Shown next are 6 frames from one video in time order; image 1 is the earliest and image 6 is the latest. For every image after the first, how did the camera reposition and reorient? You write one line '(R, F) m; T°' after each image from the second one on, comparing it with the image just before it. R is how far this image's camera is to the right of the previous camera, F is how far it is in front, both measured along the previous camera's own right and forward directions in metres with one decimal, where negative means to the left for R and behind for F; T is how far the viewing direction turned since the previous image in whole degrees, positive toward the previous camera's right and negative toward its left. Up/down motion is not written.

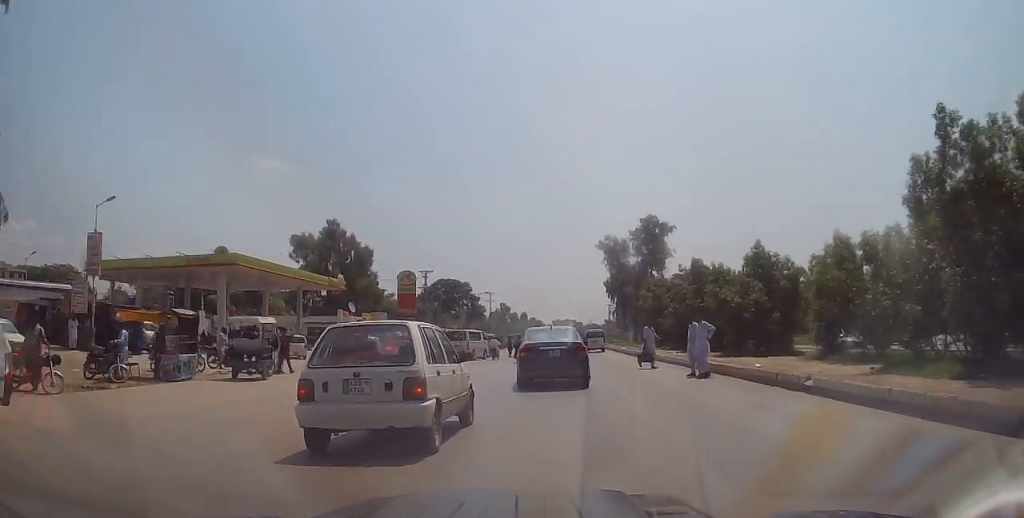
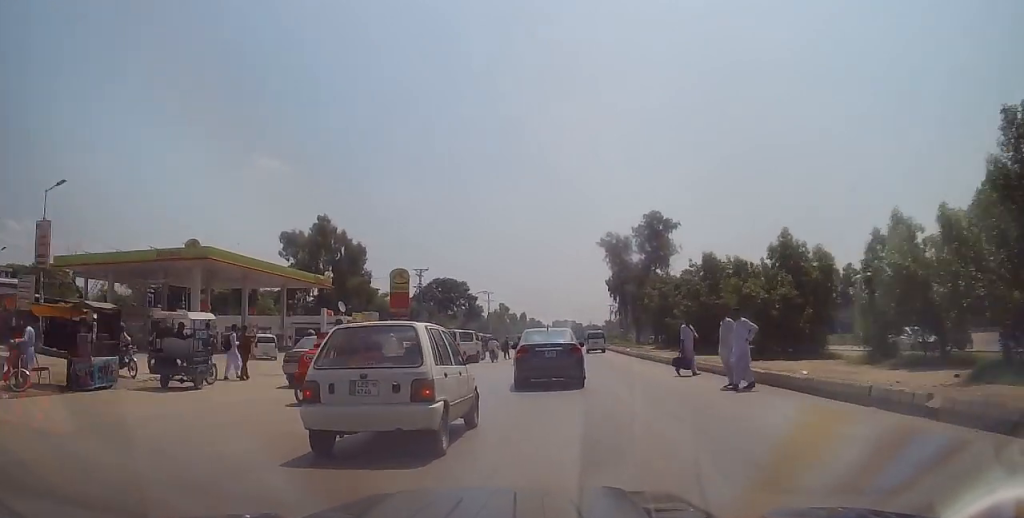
(+0.2, +4.0) m; -1°
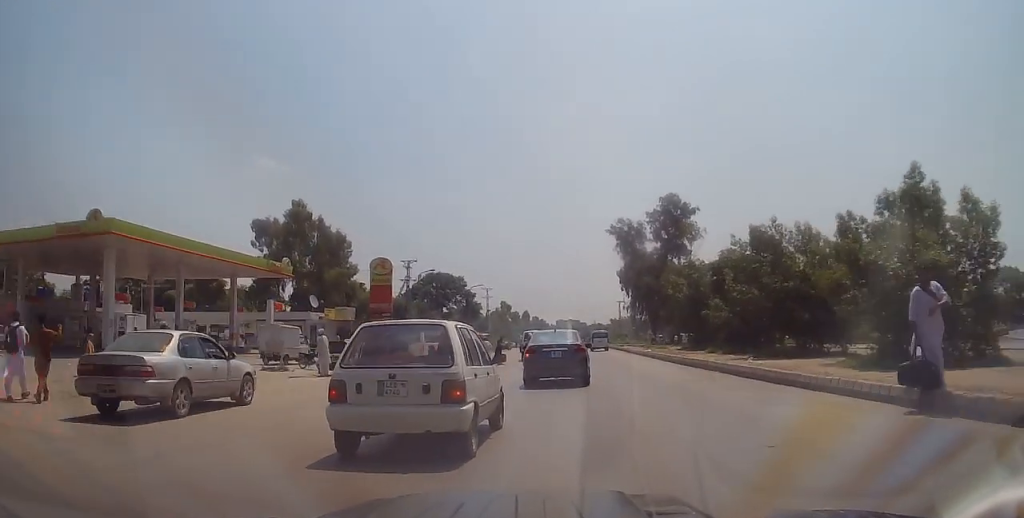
(-0.2, +10.8) m; 0°
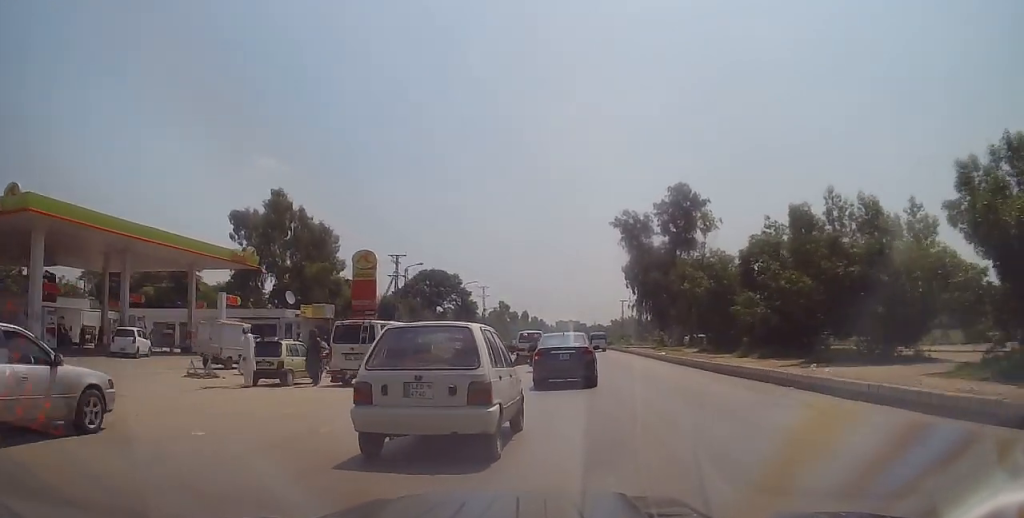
(+0.1, +6.3) m; +1°
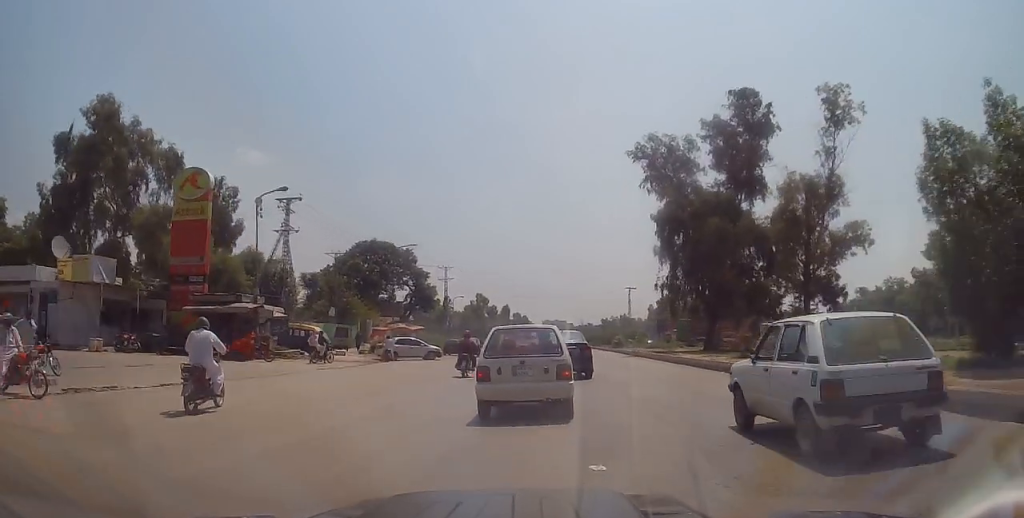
(+0.7, +30.7) m; 0°
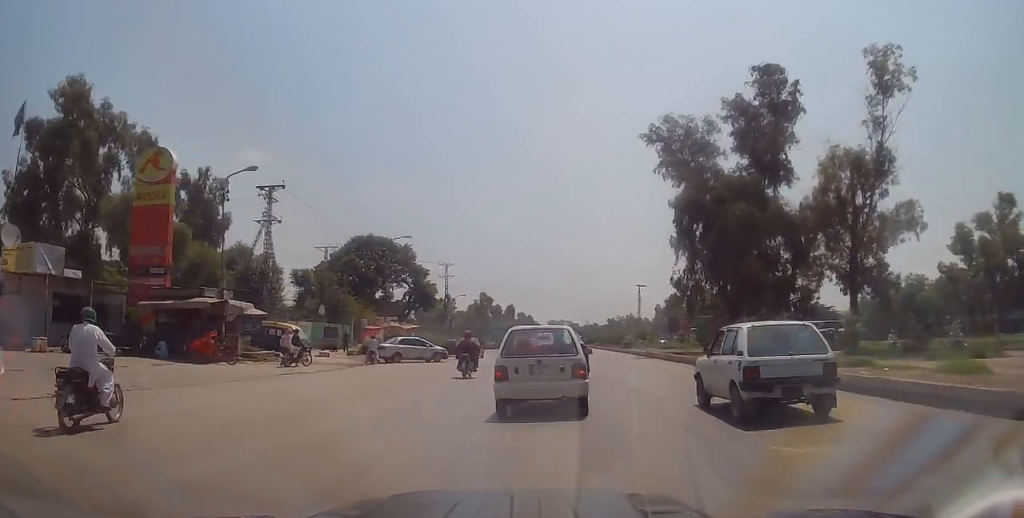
(+0.2, +4.5) m; -1°
